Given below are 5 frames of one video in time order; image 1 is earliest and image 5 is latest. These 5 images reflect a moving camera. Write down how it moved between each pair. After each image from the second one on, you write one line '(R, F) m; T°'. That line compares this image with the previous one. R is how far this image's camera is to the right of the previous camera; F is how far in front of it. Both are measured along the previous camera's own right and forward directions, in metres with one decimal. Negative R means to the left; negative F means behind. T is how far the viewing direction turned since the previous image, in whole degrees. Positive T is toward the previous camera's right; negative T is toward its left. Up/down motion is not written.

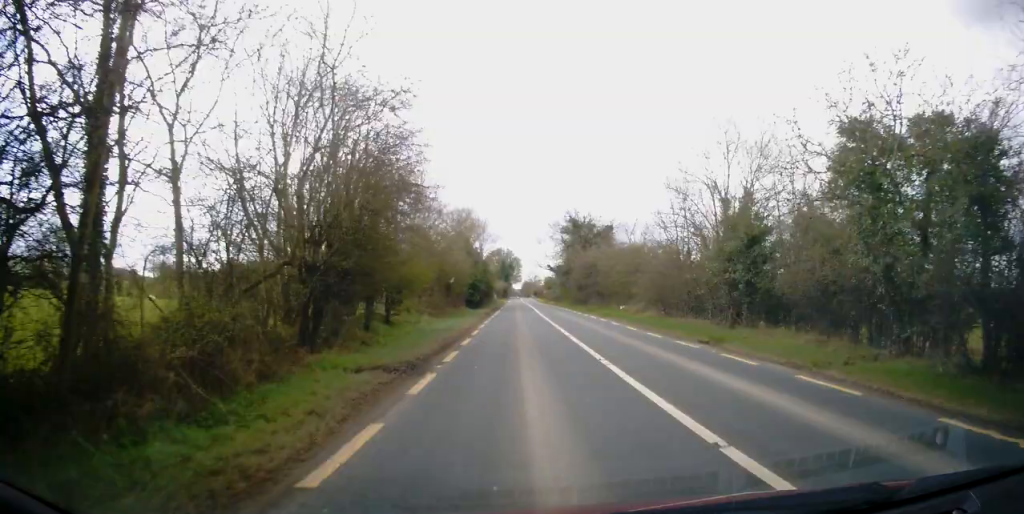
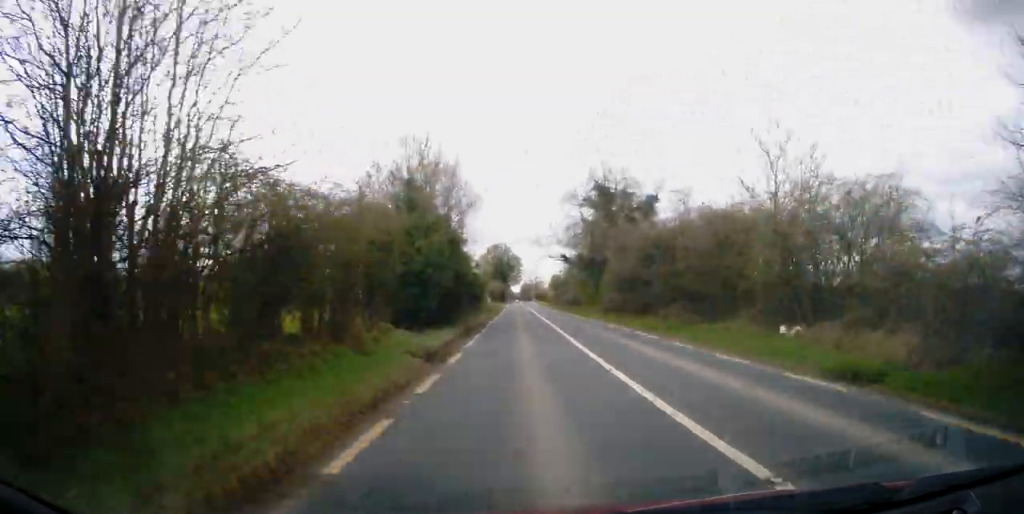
(+1.0, +26.8) m; -3°
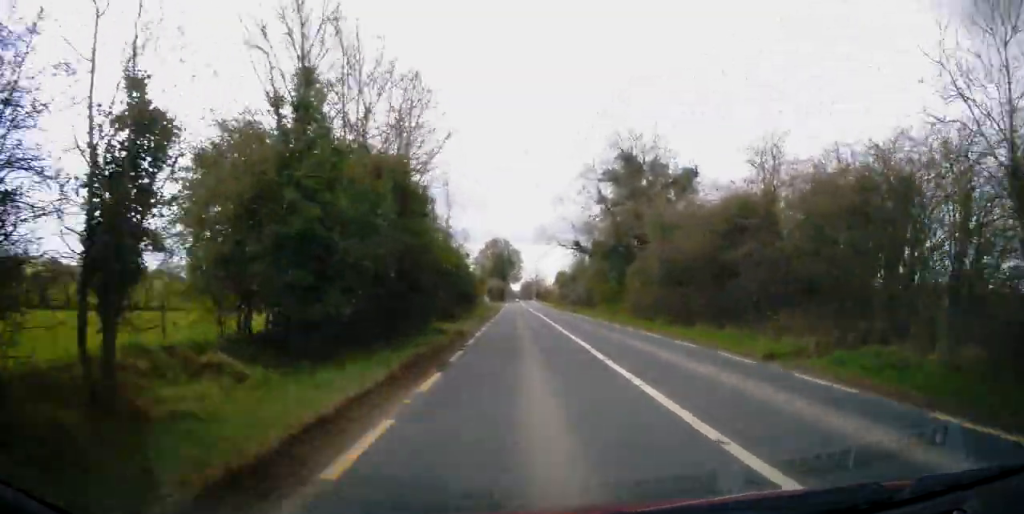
(-1.0, +12.4) m; -3°
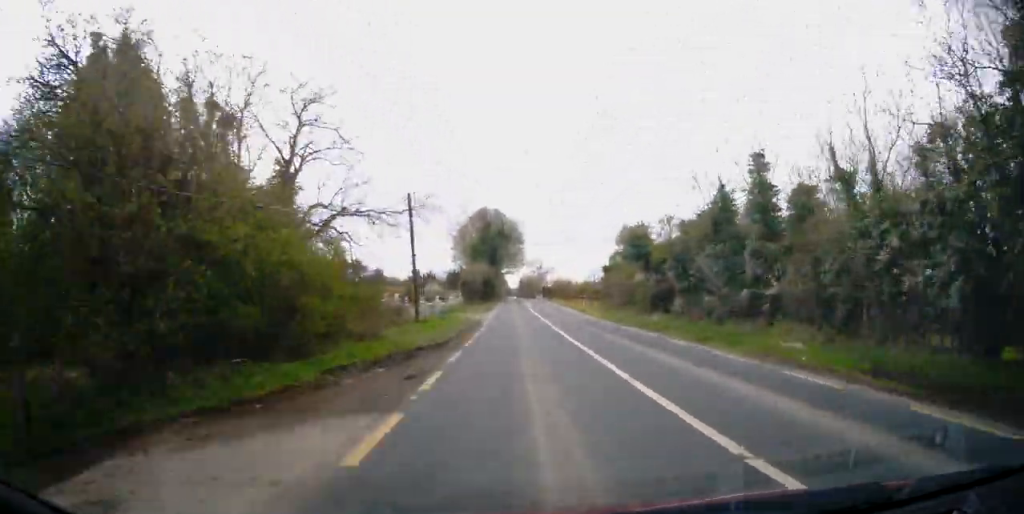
(-1.3, +61.0) m; -1°
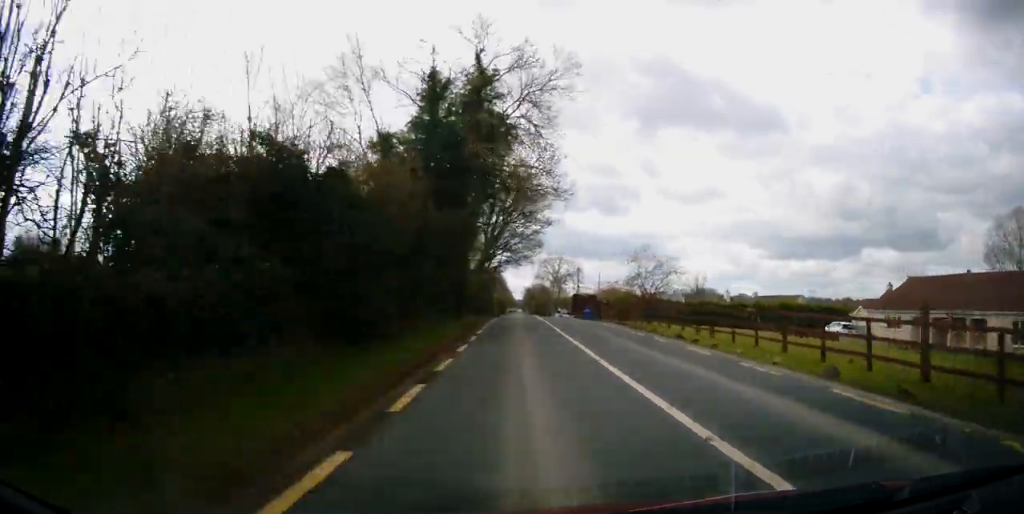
(+2.1, +66.2) m; +2°
